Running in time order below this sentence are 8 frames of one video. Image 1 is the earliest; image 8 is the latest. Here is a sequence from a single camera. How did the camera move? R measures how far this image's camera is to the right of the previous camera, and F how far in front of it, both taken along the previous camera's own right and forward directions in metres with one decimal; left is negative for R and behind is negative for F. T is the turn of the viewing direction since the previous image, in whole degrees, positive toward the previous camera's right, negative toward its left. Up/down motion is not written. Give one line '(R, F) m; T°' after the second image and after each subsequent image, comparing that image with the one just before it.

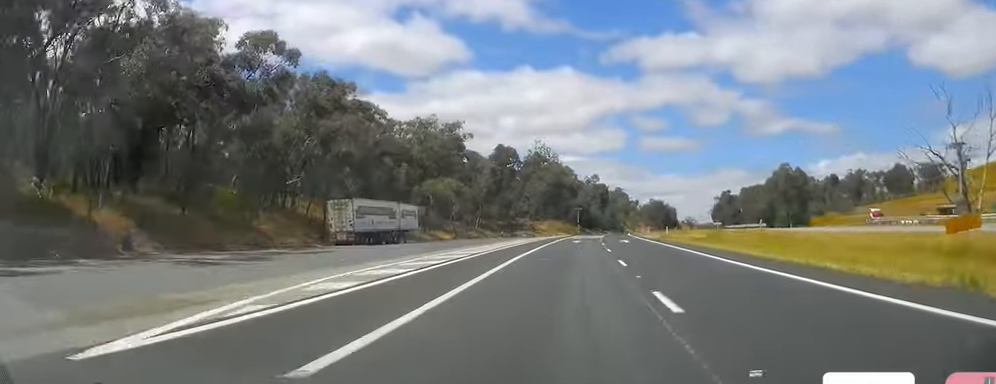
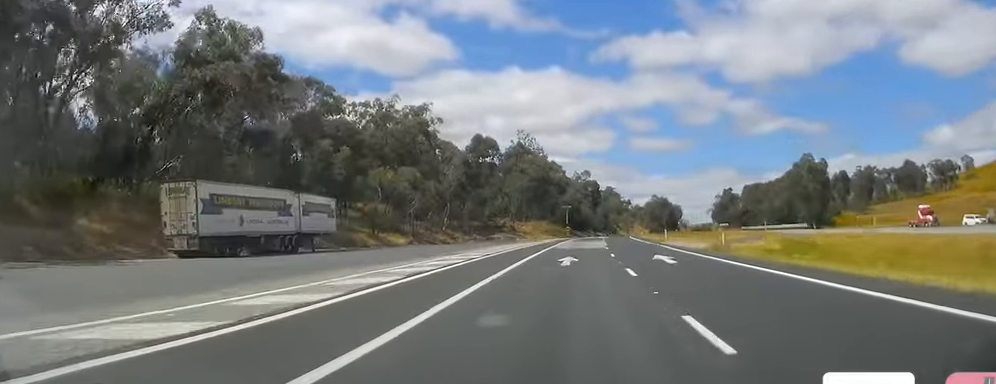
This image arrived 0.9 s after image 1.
(+0.2, +27.2) m; +1°
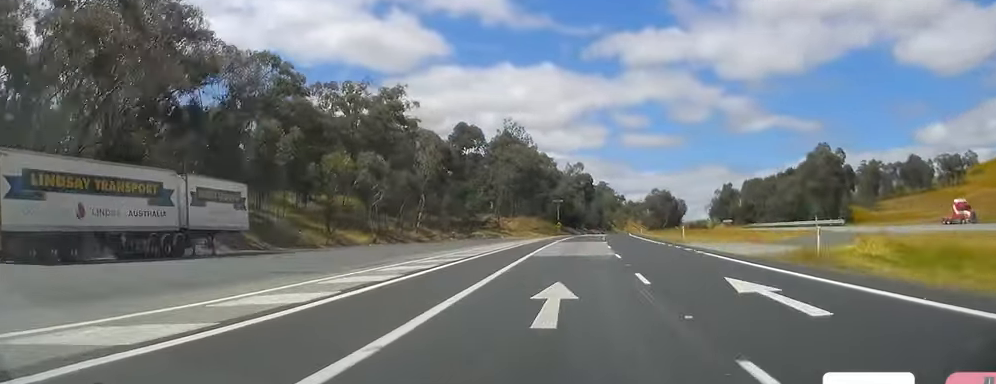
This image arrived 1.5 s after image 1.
(-0.1, +15.5) m; 0°
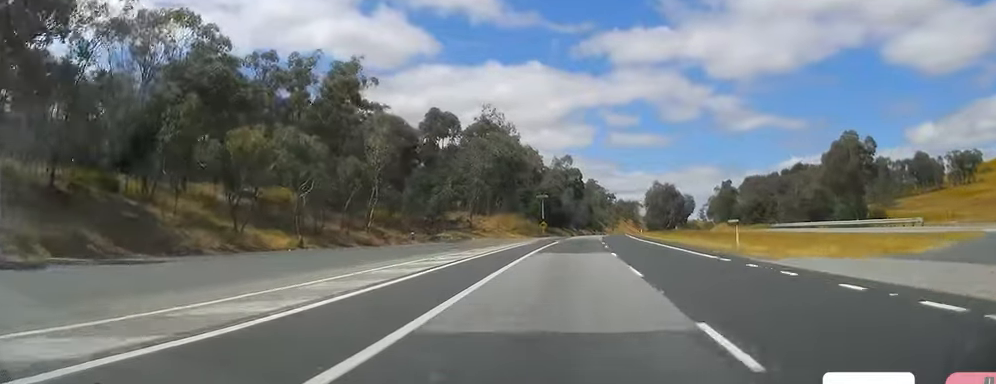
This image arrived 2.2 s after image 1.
(+0.3, +21.3) m; +1°
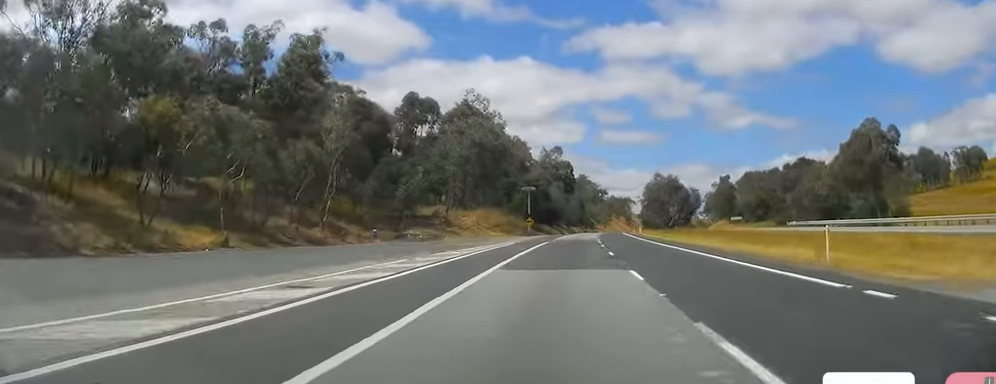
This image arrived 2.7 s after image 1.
(+0.1, +13.6) m; +1°
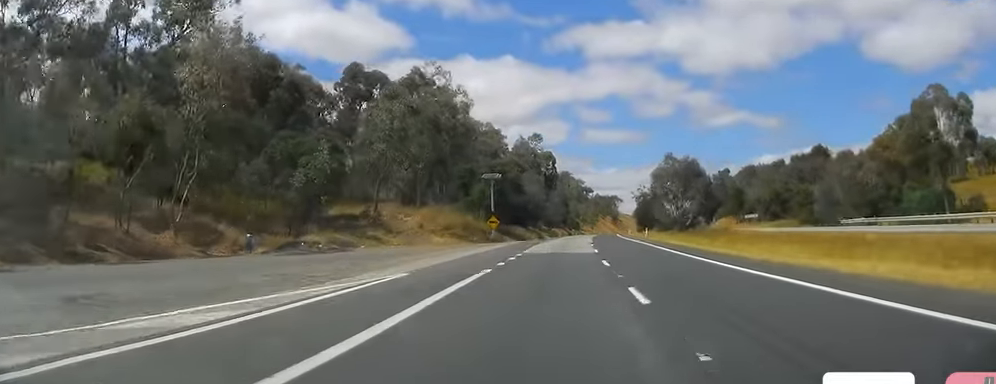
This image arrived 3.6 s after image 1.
(+0.4, +28.0) m; +2°
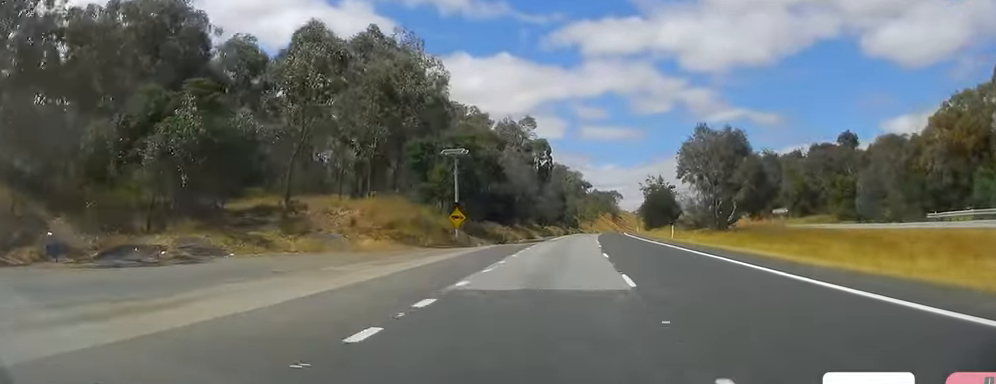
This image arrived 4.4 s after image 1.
(+0.3, +21.3) m; 0°
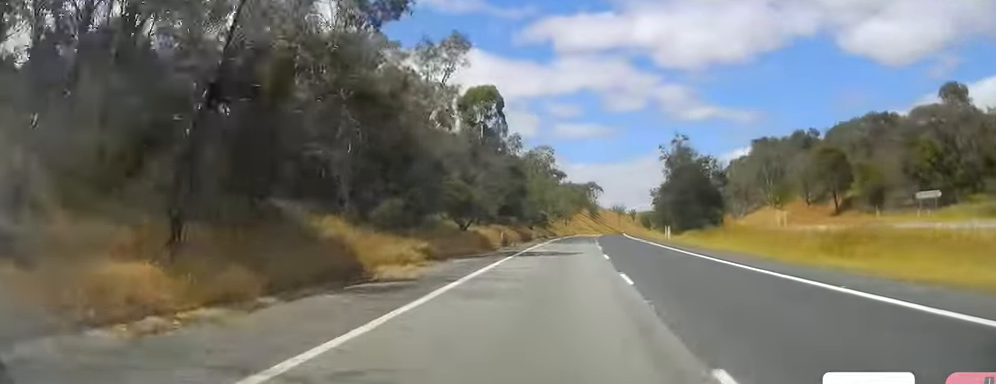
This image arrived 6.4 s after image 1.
(+0.8, +59.0) m; +2°
